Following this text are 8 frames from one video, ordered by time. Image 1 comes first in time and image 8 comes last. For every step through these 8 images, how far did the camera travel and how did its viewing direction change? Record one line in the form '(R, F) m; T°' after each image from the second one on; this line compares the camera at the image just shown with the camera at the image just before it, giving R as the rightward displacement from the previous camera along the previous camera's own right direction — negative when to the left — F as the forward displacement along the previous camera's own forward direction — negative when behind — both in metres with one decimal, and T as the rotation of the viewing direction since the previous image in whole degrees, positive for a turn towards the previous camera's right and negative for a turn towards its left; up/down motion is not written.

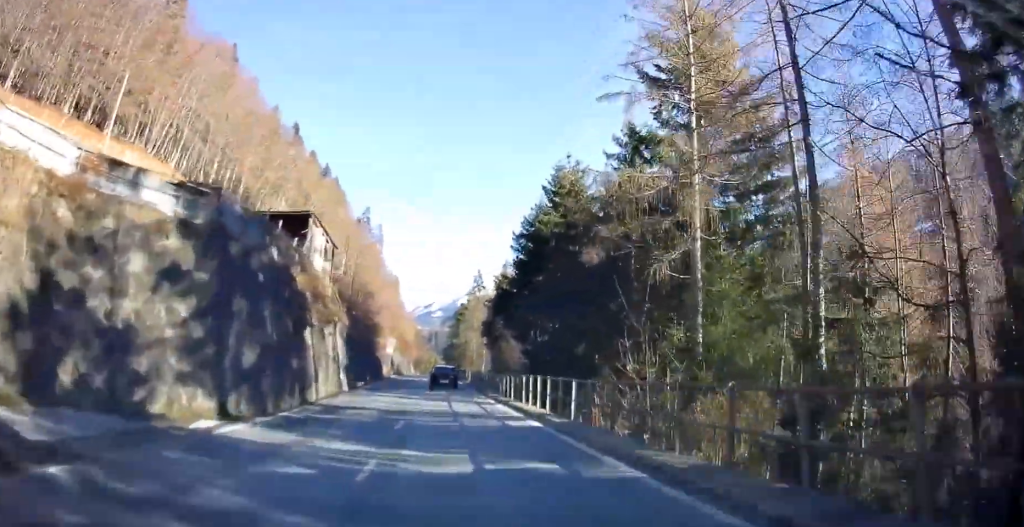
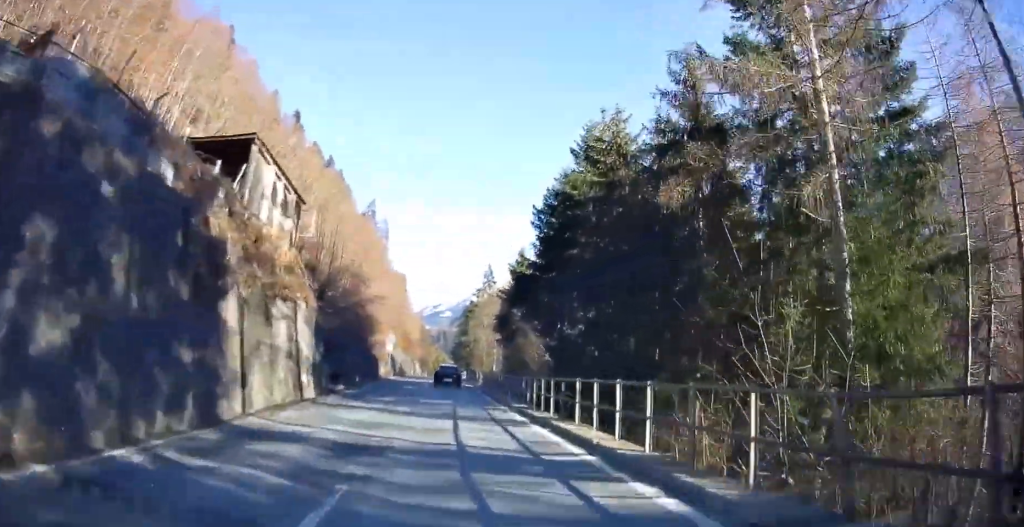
(-0.6, +8.2) m; -2°
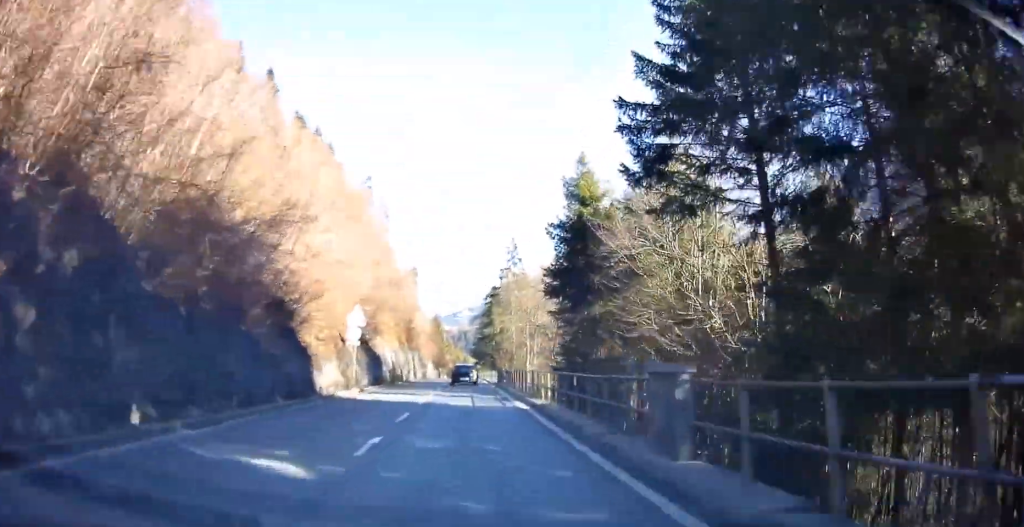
(-0.7, +25.5) m; -3°
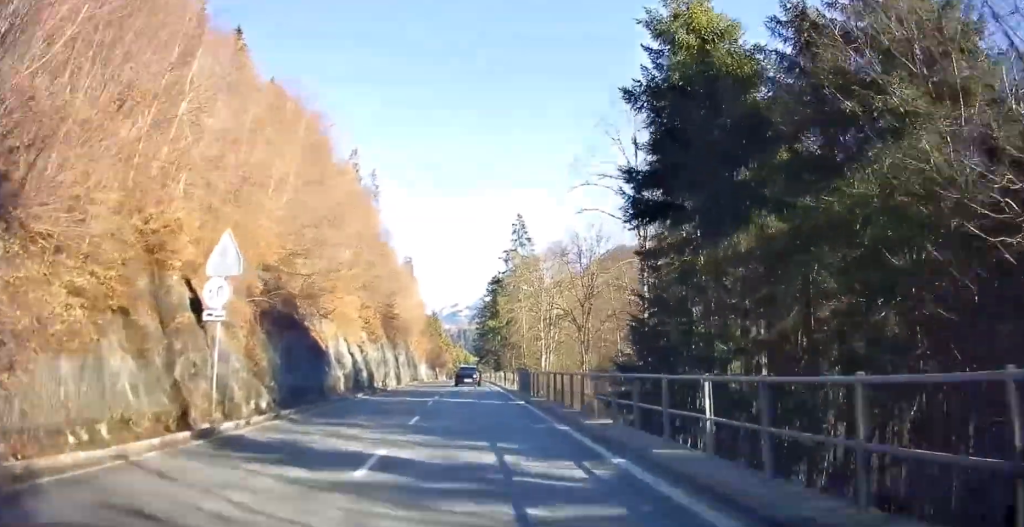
(-0.6, +17.9) m; -1°
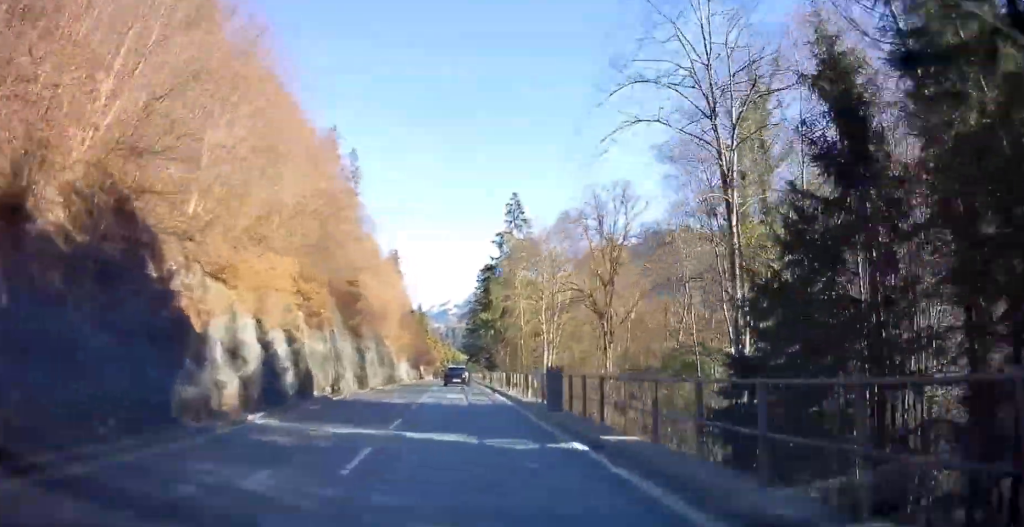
(+0.2, +11.9) m; 0°
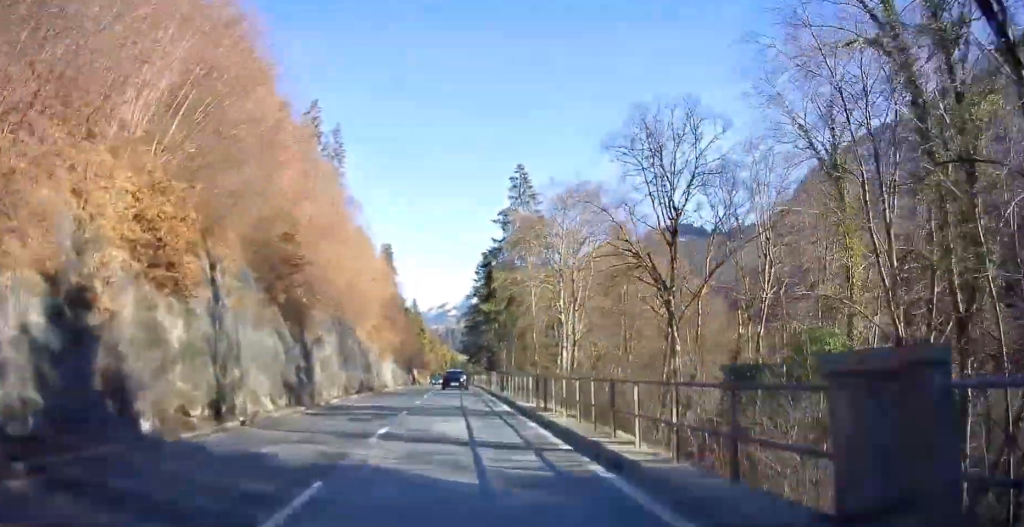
(-0.2, +13.3) m; -1°
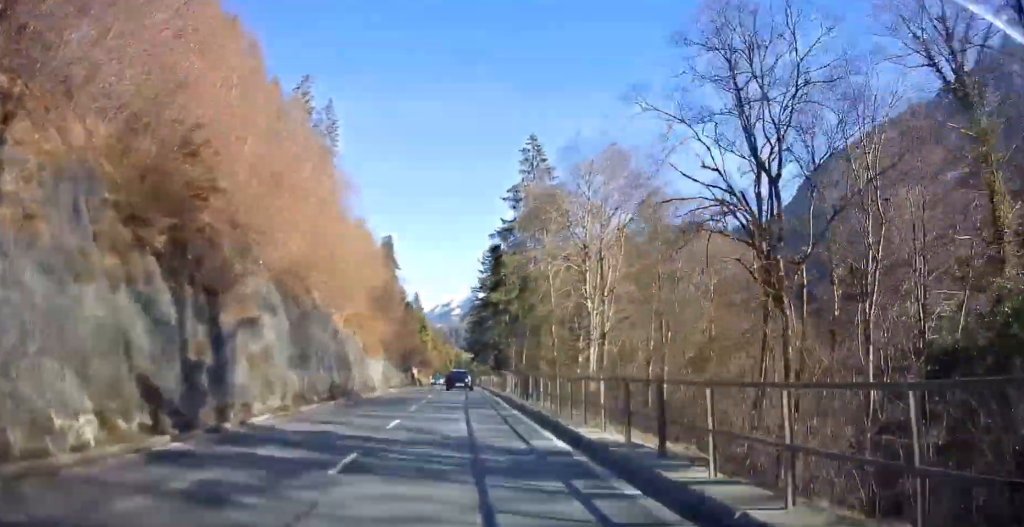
(-0.1, +8.9) m; 0°
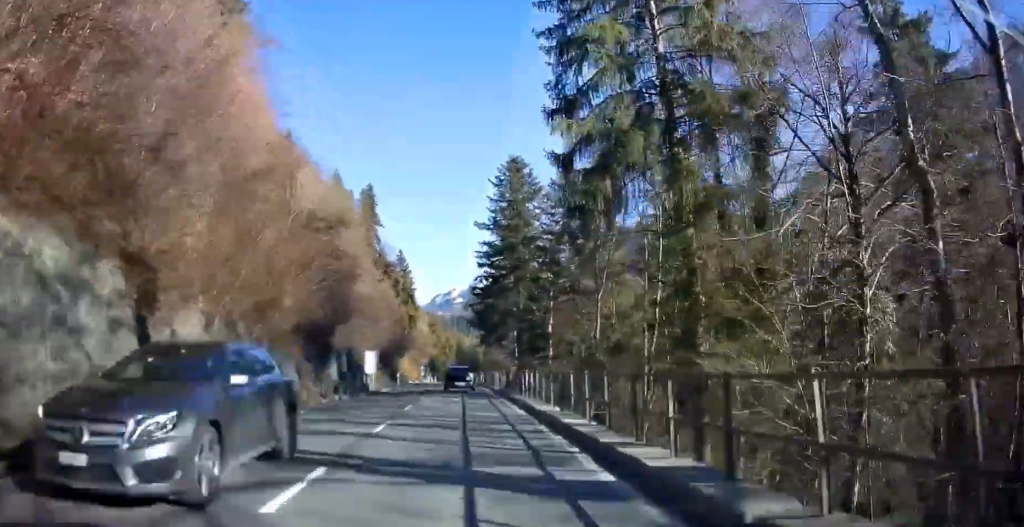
(+0.7, +40.9) m; +2°
